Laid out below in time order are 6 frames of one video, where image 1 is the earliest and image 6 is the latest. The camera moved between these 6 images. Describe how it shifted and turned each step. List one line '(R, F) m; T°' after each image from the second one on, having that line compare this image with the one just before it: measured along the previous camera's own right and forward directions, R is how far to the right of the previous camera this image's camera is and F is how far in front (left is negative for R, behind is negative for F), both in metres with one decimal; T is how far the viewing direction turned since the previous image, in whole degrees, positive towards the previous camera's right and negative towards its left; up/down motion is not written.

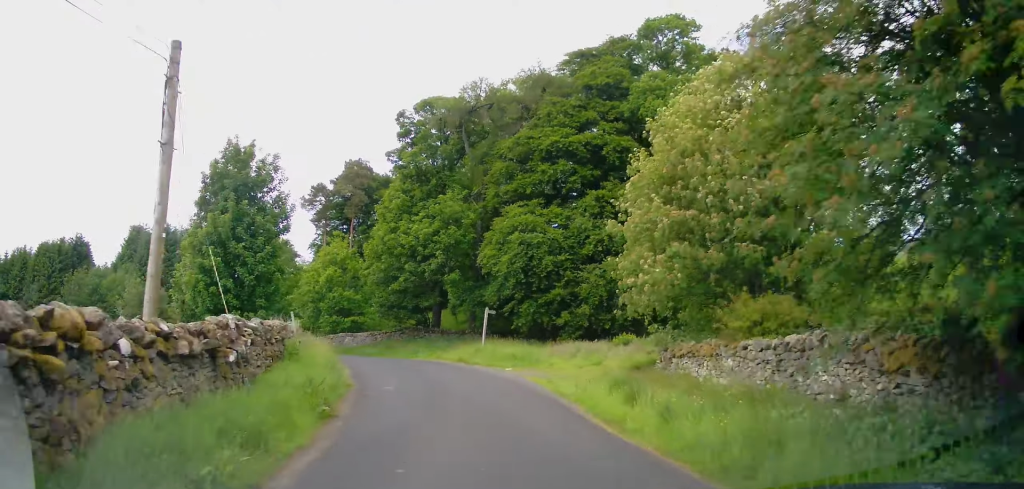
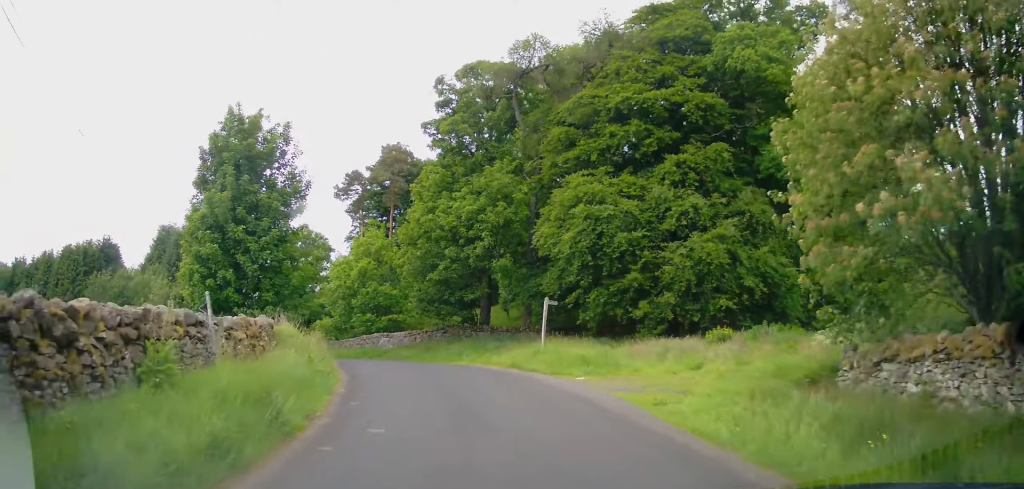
(0.0, +6.3) m; 0°
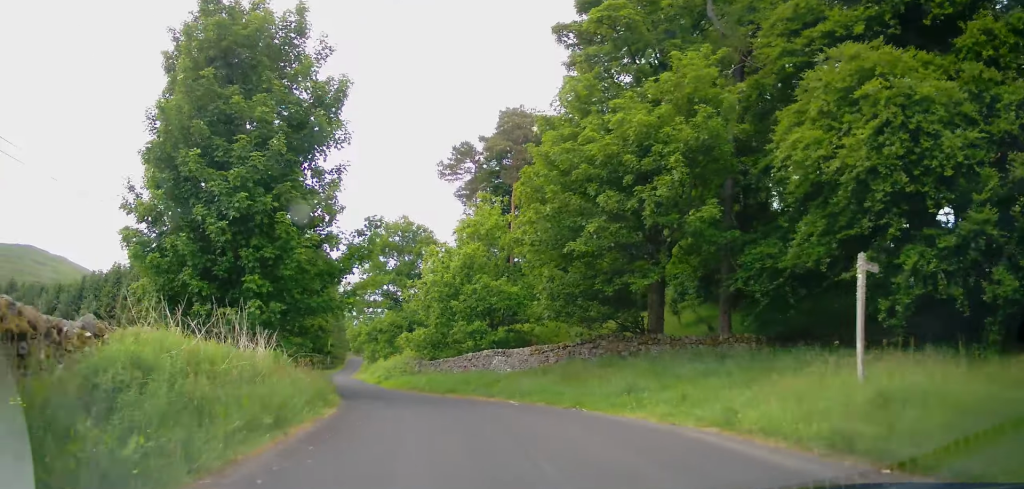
(-0.3, +14.1) m; -8°
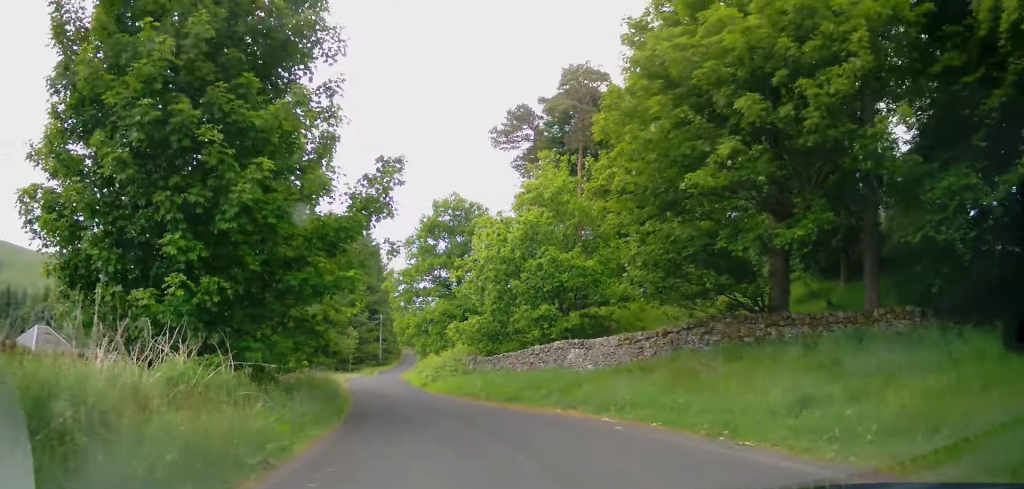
(-0.5, +6.4) m; -8°
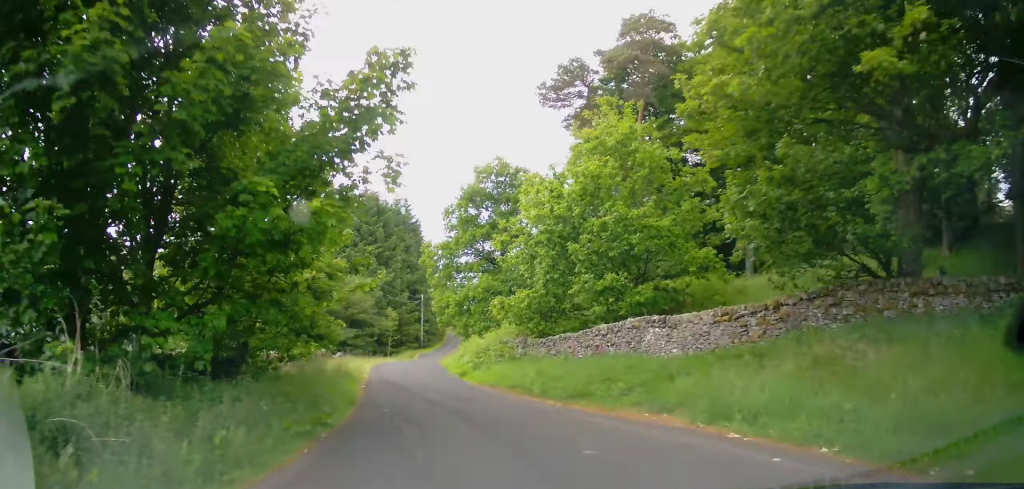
(-0.2, +4.7) m; -5°
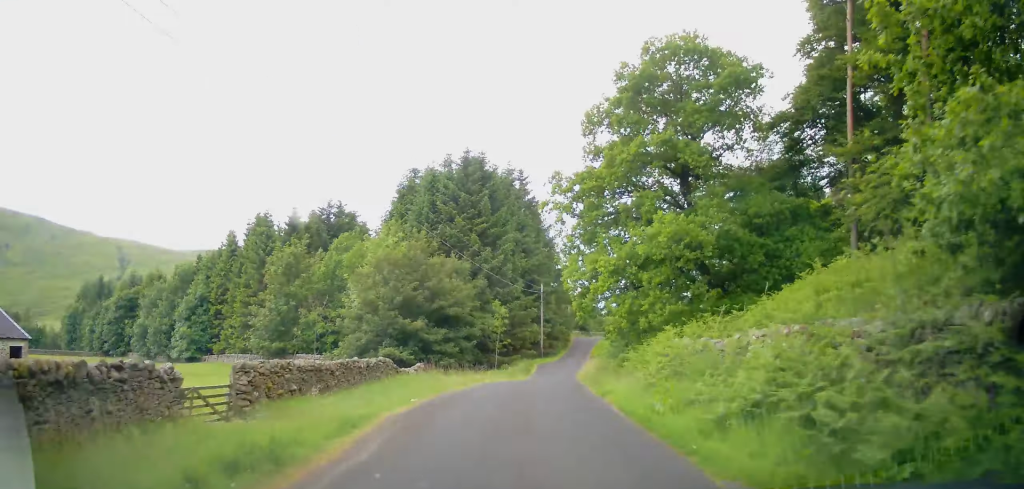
(-2.0, +17.7) m; -7°
